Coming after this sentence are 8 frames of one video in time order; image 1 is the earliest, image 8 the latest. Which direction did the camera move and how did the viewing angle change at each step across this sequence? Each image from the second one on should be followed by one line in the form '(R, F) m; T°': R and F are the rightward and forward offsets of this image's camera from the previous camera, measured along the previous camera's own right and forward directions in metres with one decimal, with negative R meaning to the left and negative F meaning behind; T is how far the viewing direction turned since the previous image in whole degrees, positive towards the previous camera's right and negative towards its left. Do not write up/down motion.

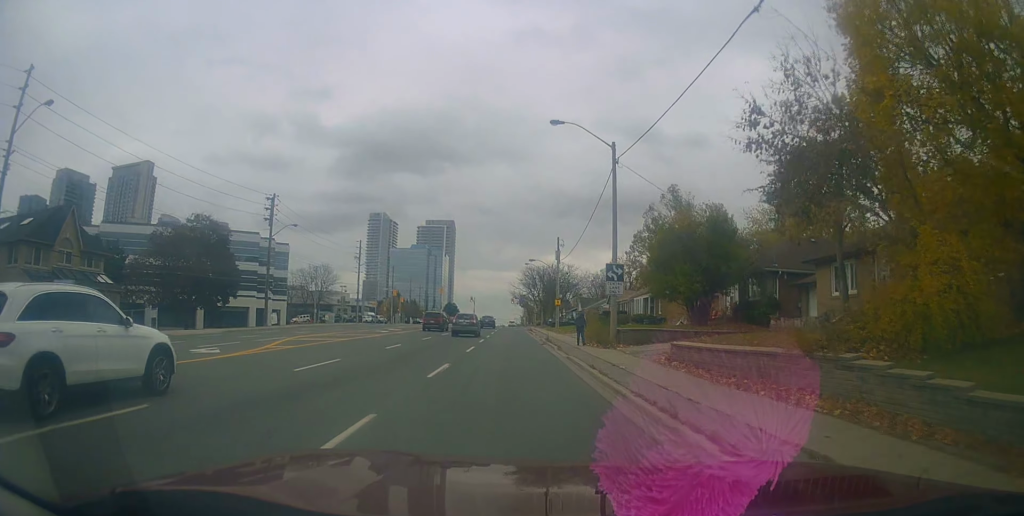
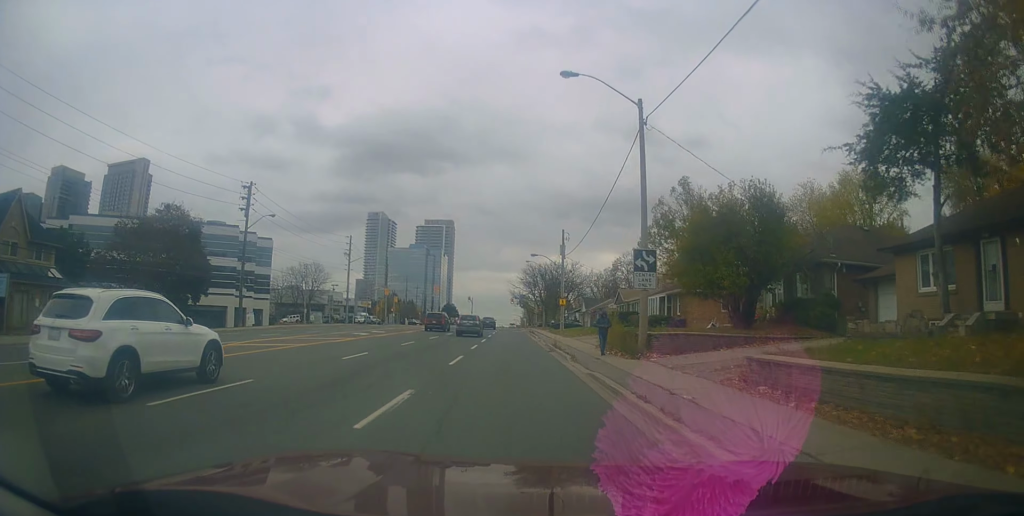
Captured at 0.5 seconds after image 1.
(+0.2, +6.2) m; 0°
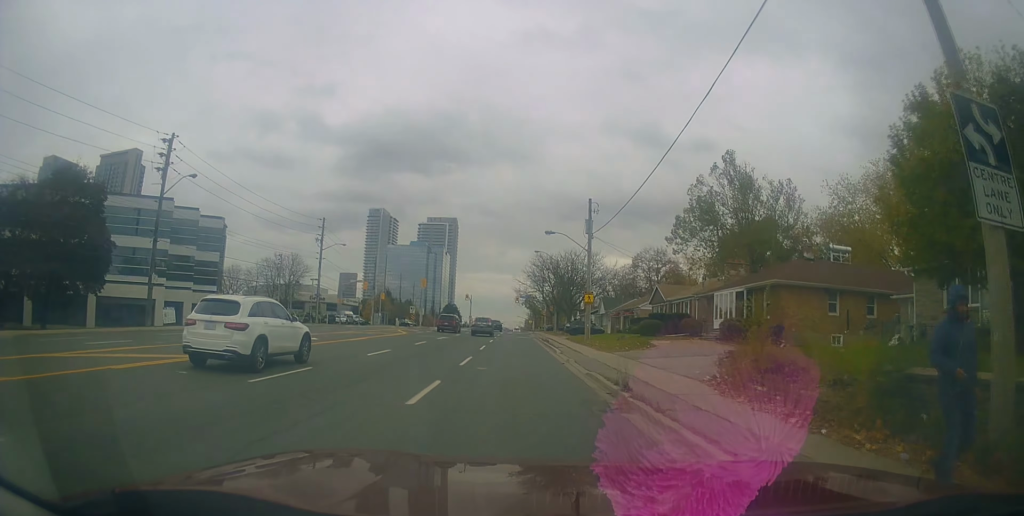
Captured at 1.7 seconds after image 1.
(-0.4, +16.6) m; 0°
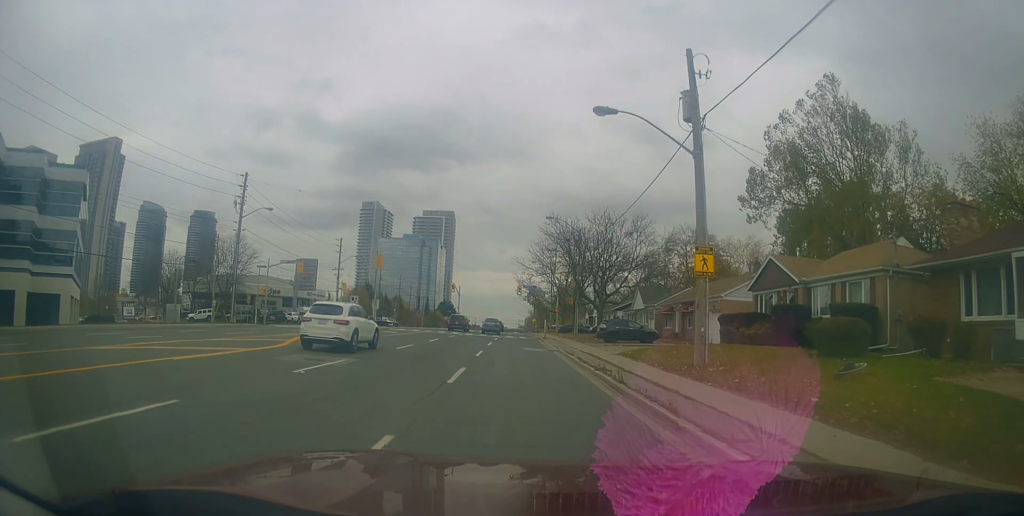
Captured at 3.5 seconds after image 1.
(-0.1, +25.0) m; 0°
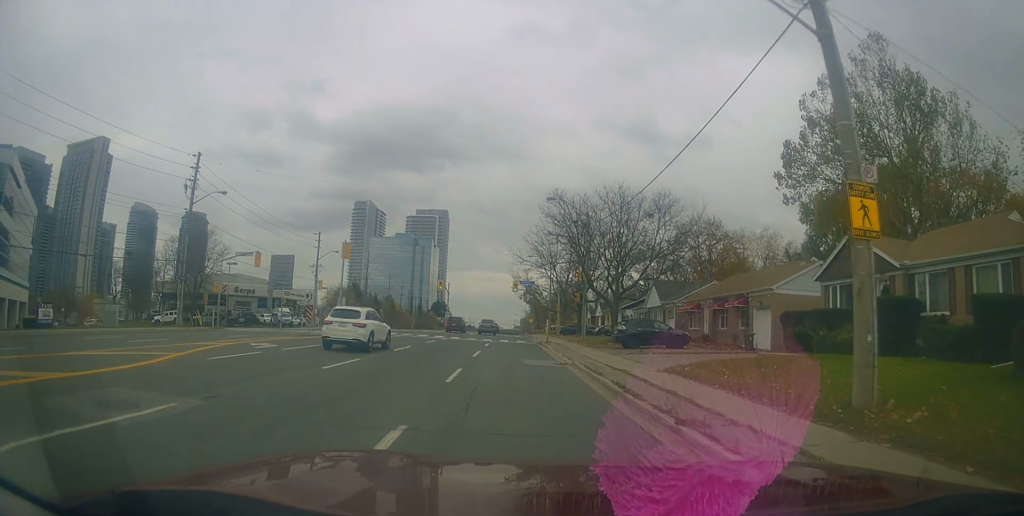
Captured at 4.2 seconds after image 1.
(+0.1, +8.6) m; +1°
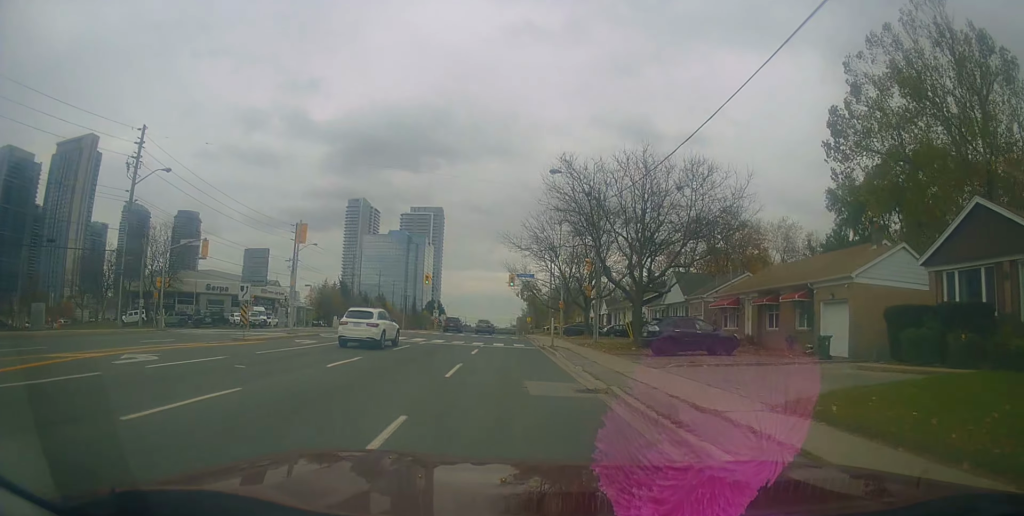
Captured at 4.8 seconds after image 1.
(+0.5, +8.2) m; +2°
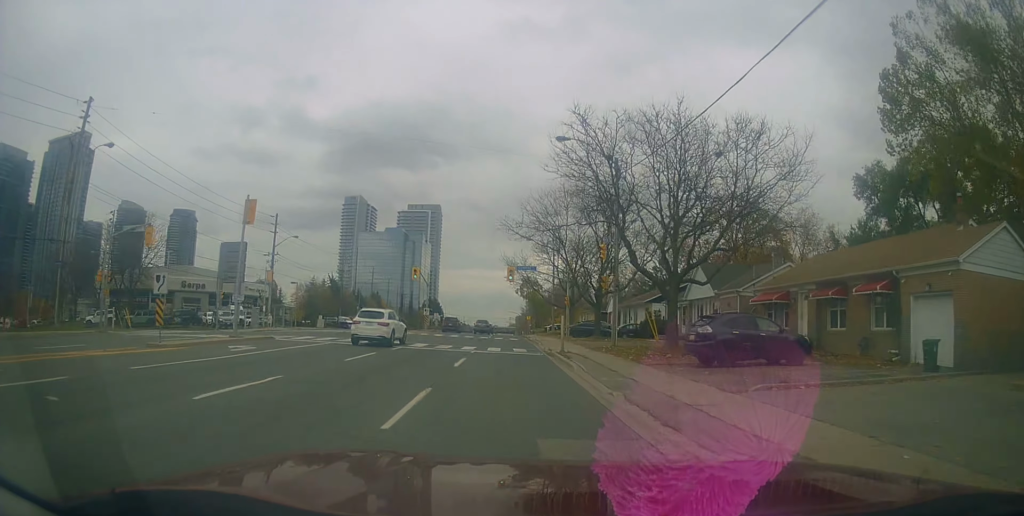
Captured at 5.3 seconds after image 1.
(-0.1, +6.7) m; -1°
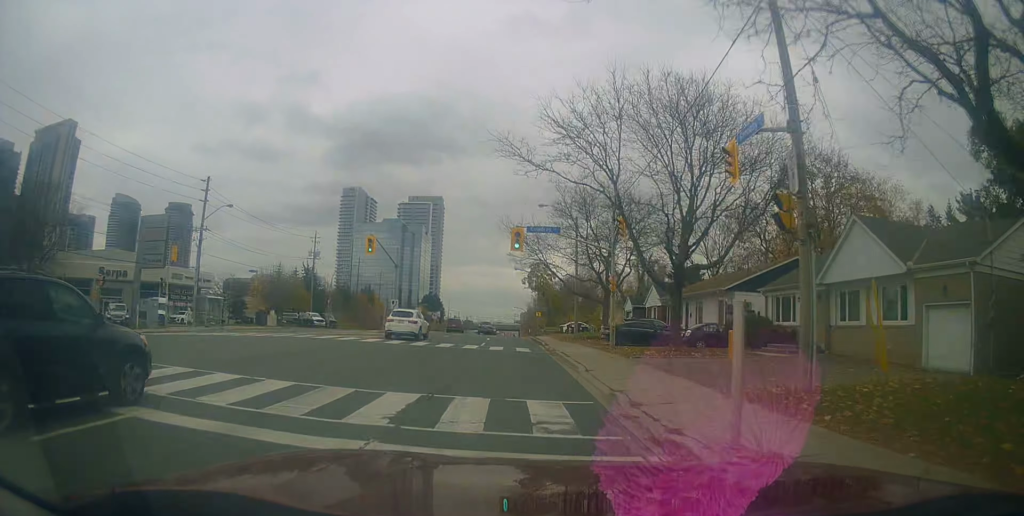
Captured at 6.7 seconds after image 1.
(-0.7, +18.9) m; -2°
